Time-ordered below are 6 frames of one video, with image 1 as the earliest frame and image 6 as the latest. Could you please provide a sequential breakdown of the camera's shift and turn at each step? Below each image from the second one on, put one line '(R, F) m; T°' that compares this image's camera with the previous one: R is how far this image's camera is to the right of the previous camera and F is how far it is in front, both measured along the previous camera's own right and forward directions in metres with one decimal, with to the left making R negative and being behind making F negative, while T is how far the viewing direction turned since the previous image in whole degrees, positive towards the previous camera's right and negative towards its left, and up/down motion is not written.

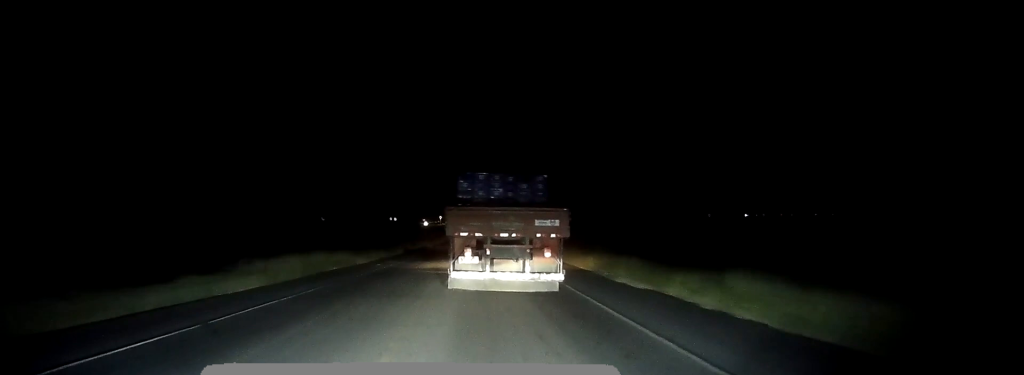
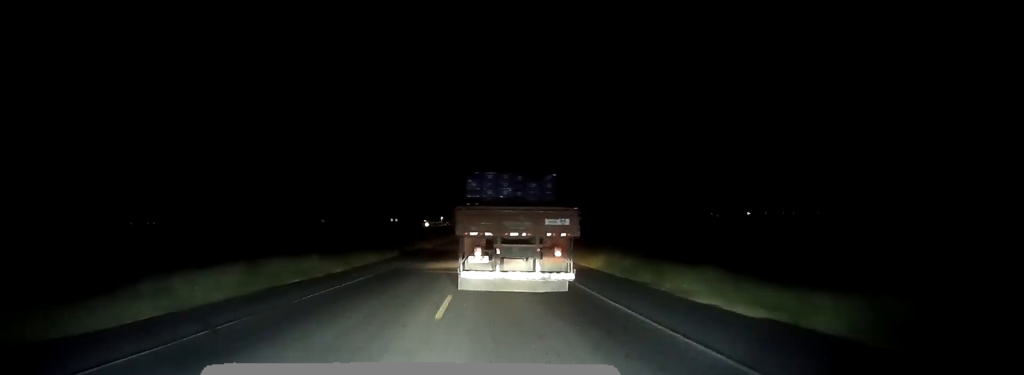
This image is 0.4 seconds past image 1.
(0.0, +7.7) m; 0°
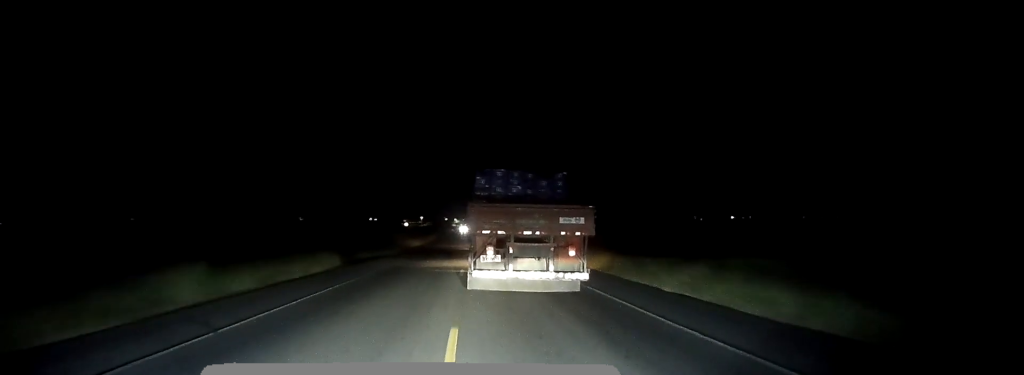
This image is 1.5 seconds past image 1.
(0.0, +21.8) m; +1°
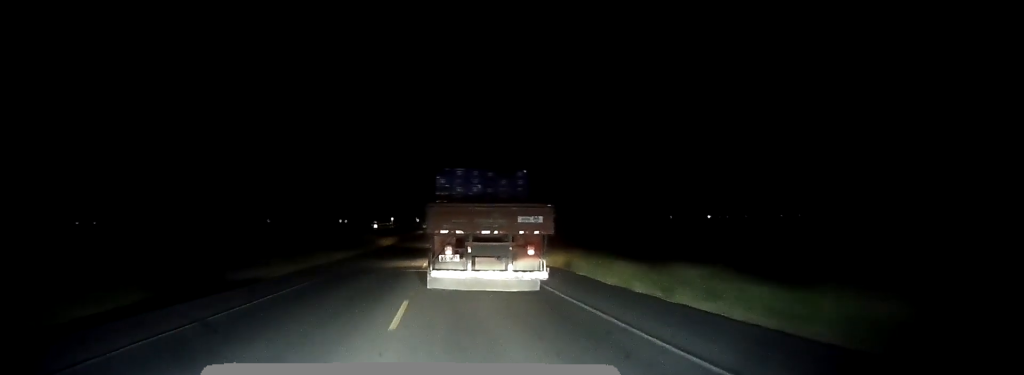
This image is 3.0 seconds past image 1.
(+0.7, +29.1) m; +2°
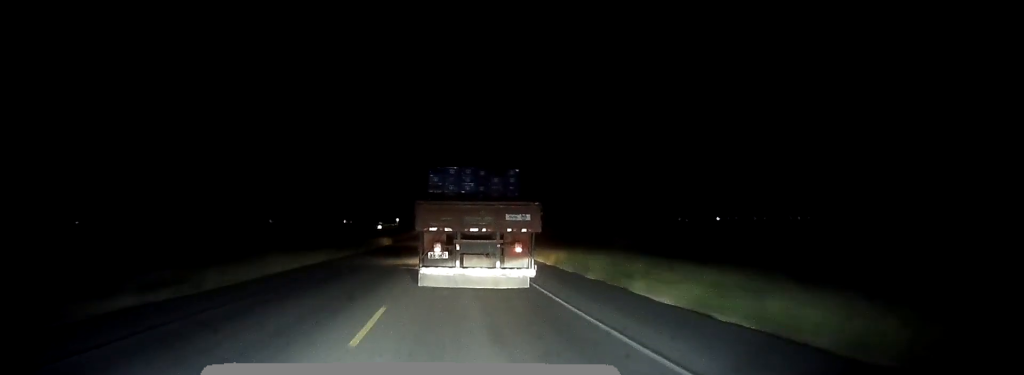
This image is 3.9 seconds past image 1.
(+0.2, +18.0) m; 0°
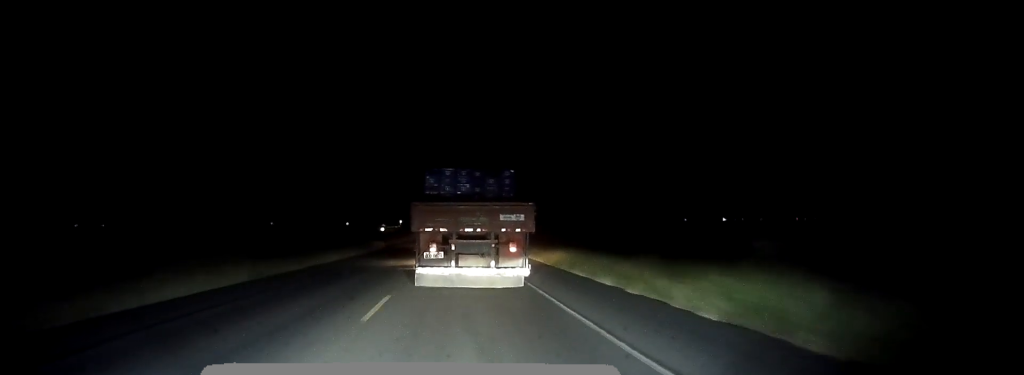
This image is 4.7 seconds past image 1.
(0.0, +14.7) m; 0°
